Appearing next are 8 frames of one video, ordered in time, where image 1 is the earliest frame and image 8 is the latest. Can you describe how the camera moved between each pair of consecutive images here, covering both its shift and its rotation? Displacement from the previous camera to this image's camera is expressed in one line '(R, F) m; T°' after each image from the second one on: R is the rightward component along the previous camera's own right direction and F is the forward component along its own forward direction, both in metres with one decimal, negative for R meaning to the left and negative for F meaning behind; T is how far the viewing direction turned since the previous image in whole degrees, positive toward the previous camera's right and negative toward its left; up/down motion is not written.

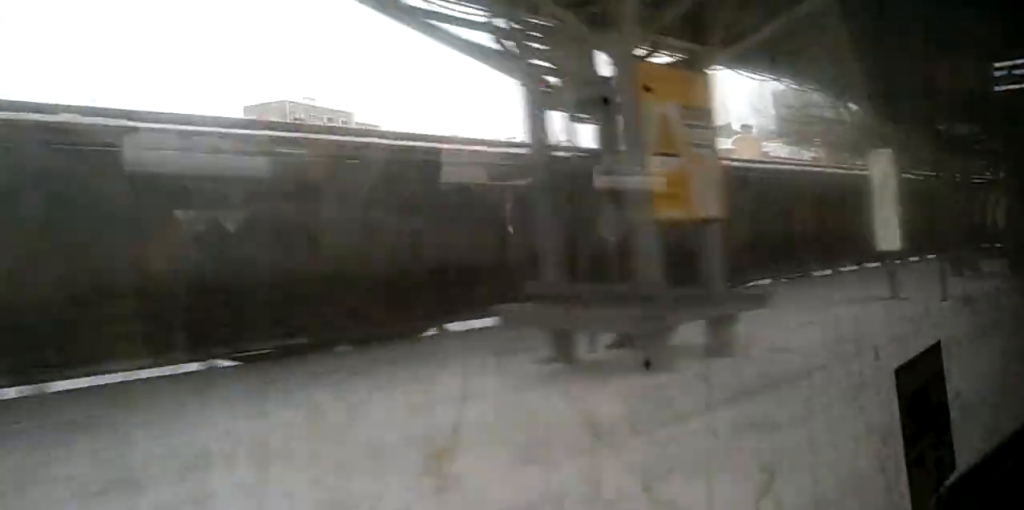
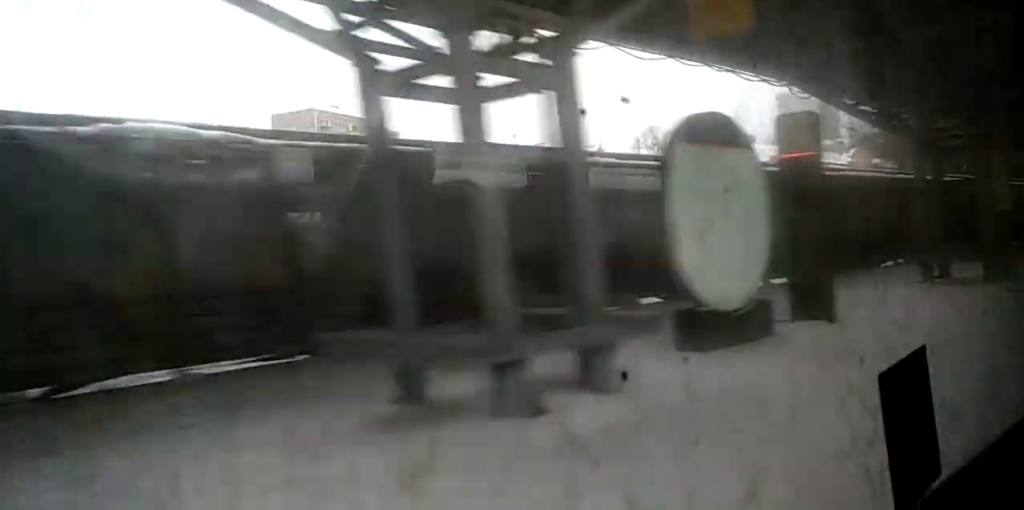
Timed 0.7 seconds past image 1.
(+0.1, +9.2) m; 0°
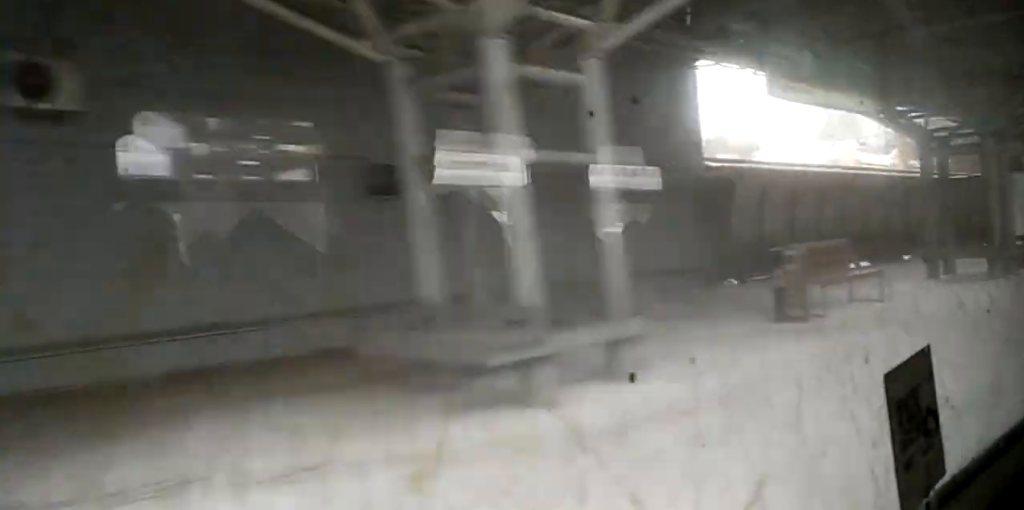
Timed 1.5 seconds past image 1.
(-0.2, +11.0) m; -1°
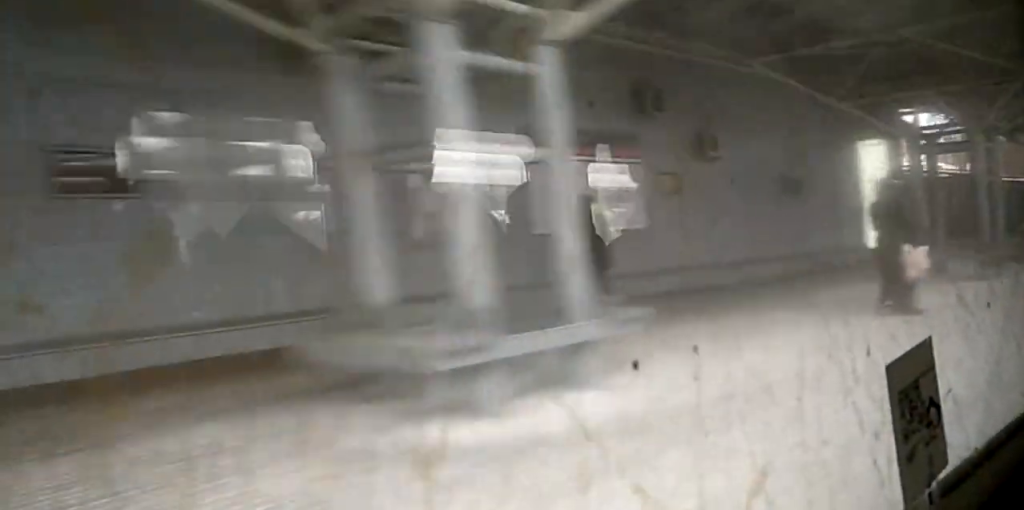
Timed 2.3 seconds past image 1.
(0.0, +11.2) m; +1°
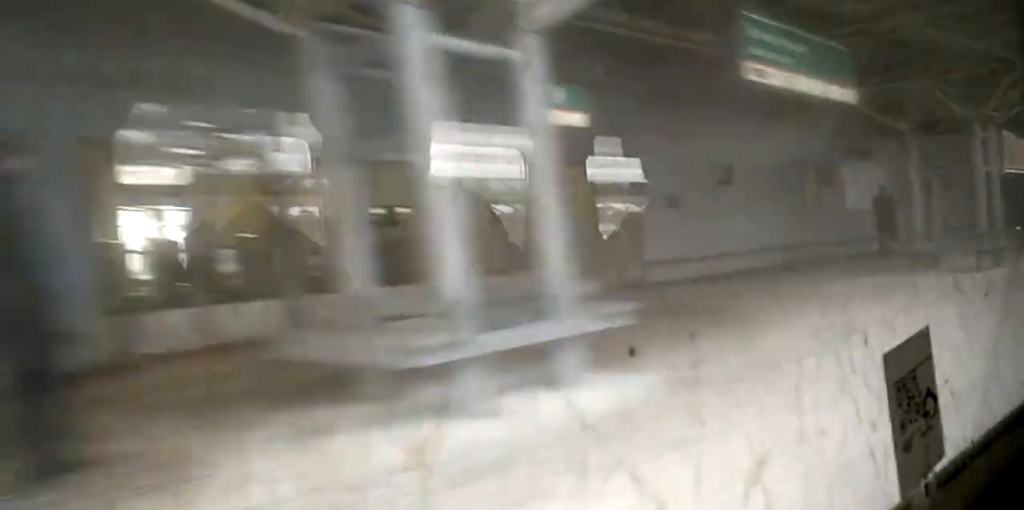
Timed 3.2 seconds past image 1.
(+0.1, +11.8) m; +1°
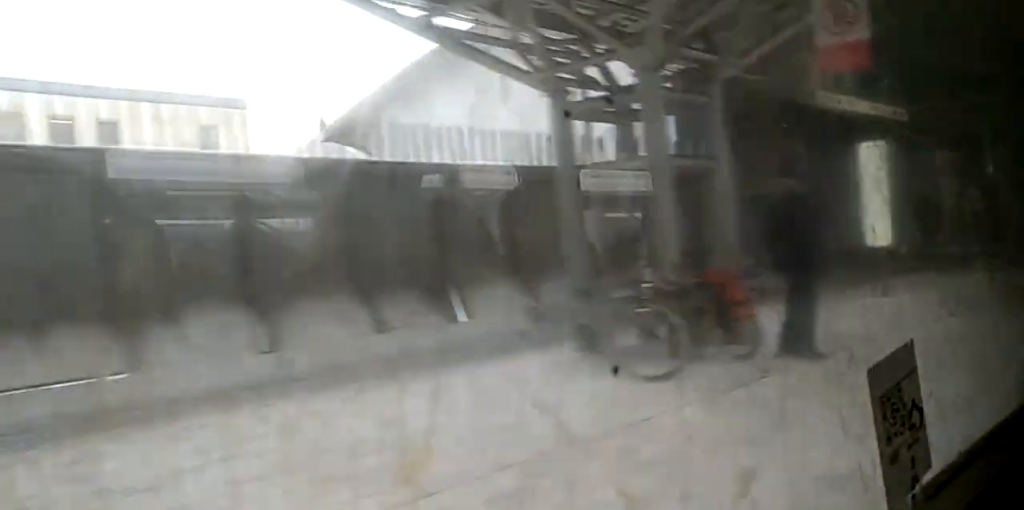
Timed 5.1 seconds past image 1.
(+0.4, +25.5) m; +1°
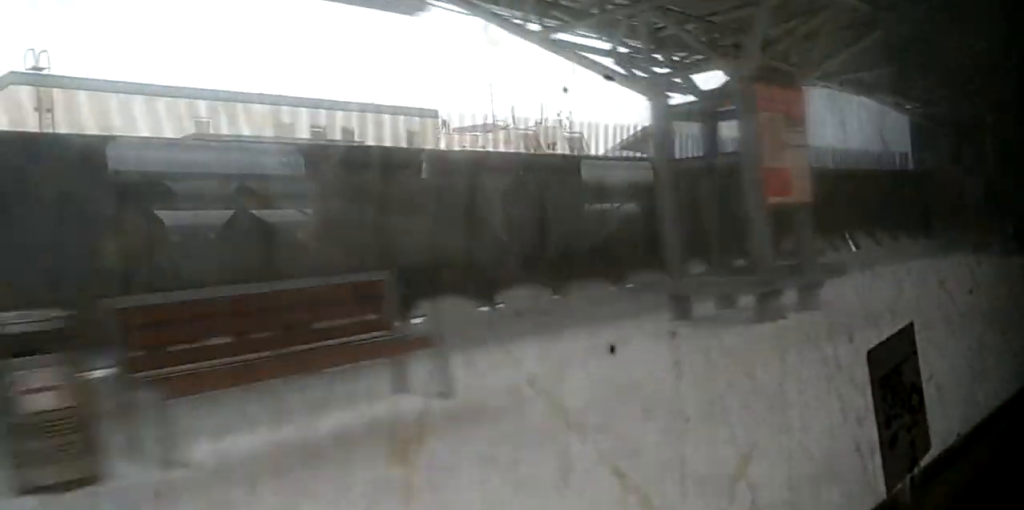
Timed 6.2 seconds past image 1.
(+0.1, +12.5) m; +2°
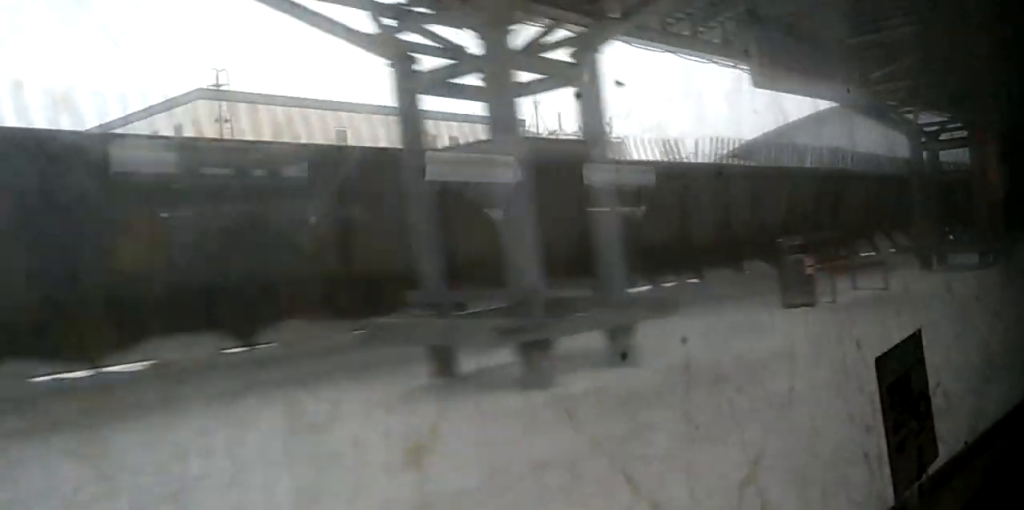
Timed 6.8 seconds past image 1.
(+0.1, +7.0) m; +2°
